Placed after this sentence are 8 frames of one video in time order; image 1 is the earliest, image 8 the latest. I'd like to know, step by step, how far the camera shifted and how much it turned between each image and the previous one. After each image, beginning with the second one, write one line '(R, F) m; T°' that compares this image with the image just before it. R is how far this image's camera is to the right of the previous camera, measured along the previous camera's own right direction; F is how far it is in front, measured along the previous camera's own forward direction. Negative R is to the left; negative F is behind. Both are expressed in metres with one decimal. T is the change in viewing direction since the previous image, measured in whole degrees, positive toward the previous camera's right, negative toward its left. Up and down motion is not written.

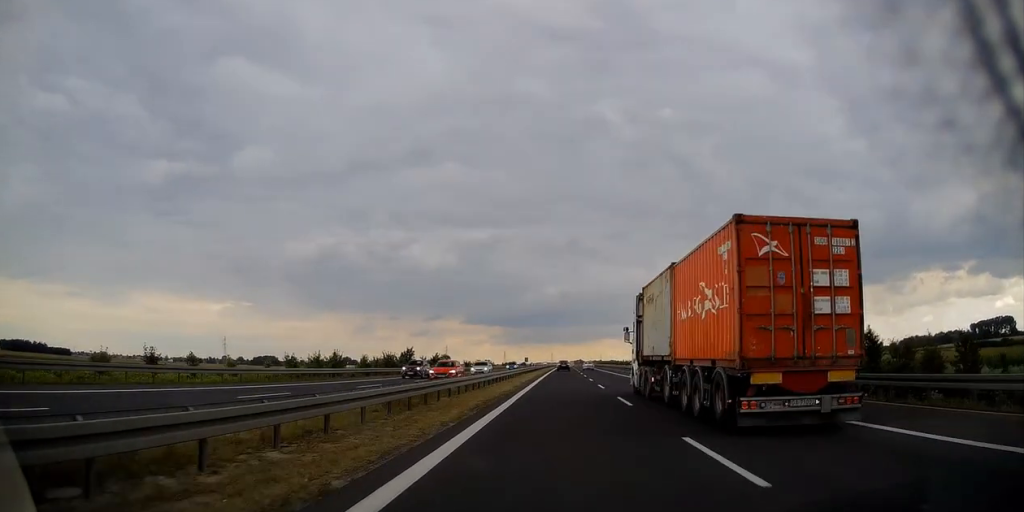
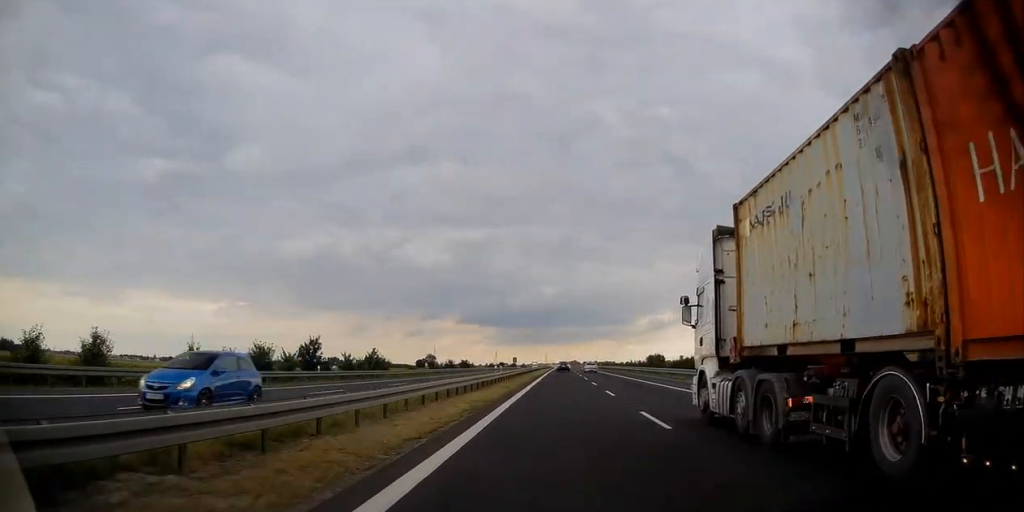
(0.0, +42.5) m; 0°
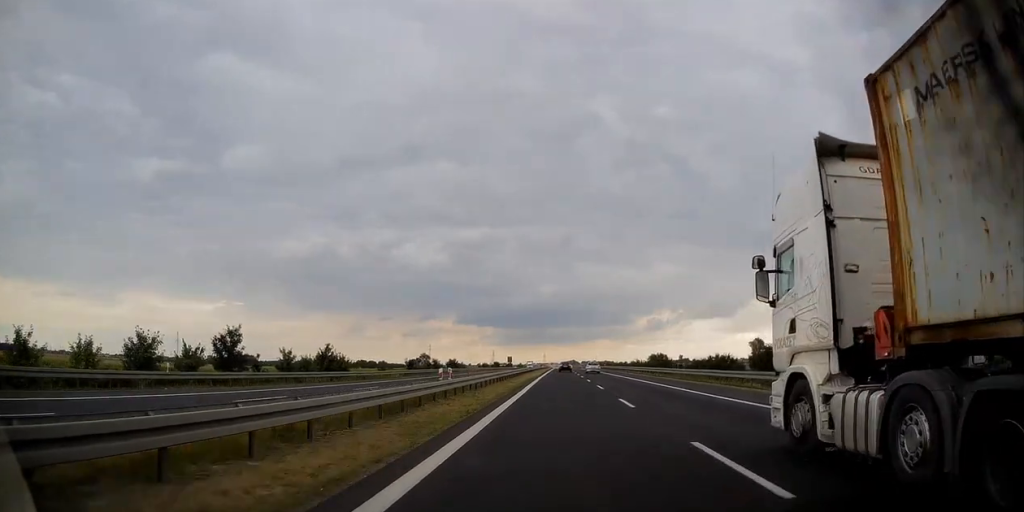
(-0.1, +18.4) m; 0°
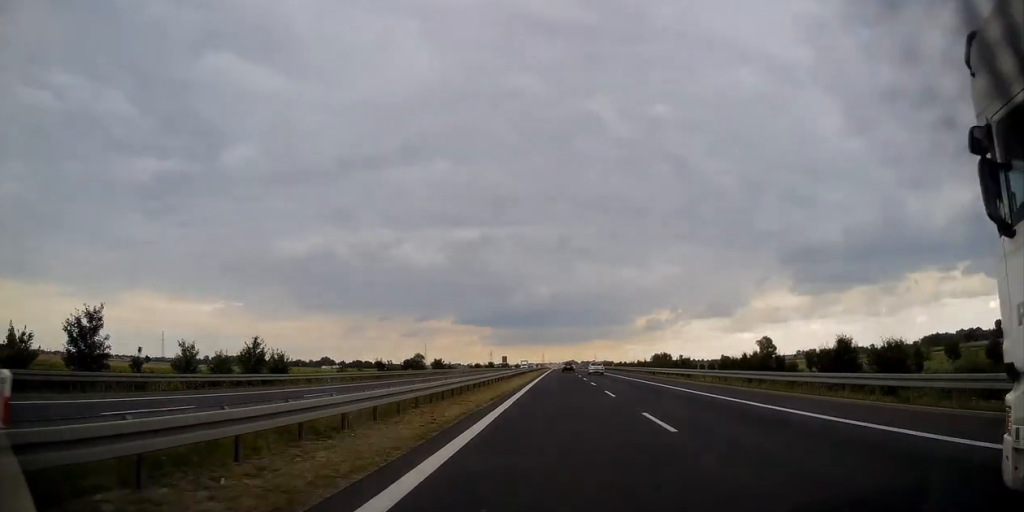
(+0.2, +18.3) m; 0°
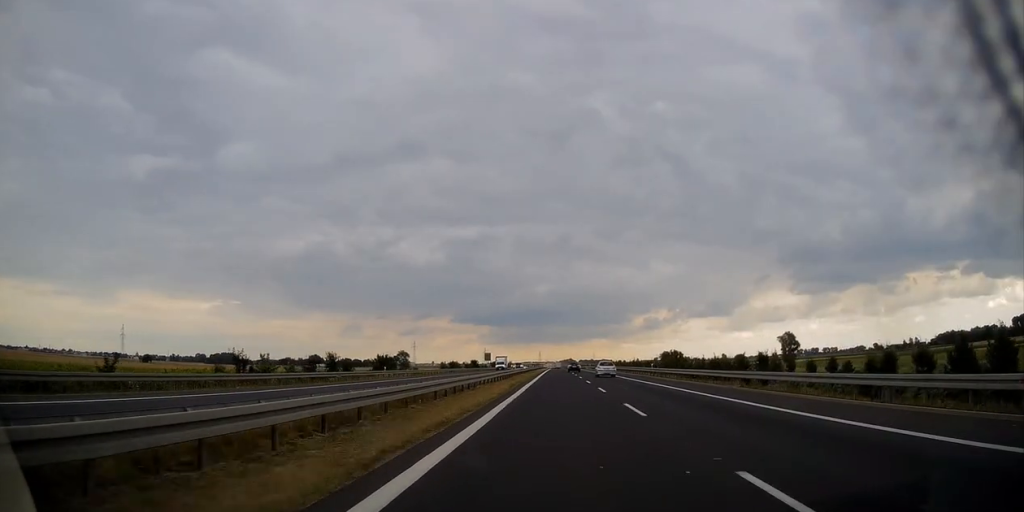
(-0.1, +44.7) m; 0°
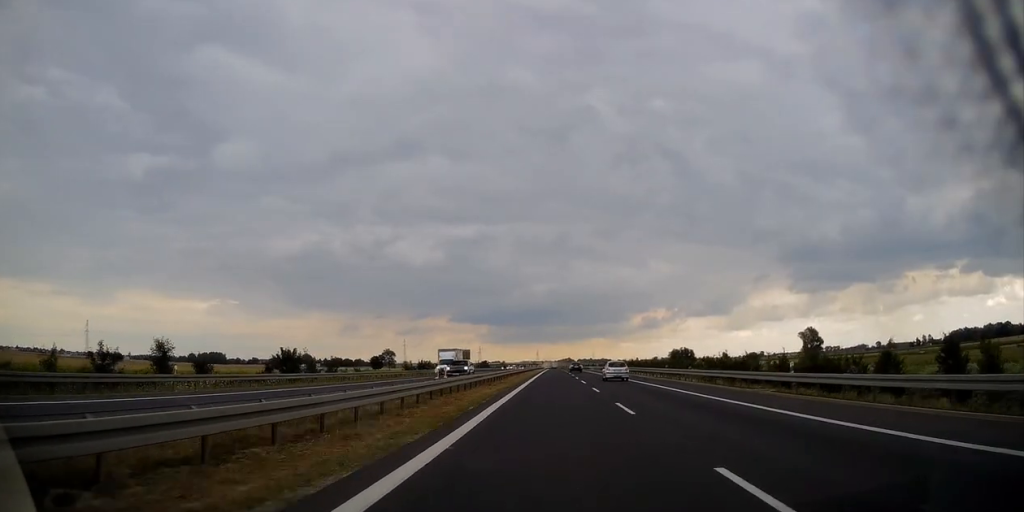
(+0.3, +35.5) m; +1°
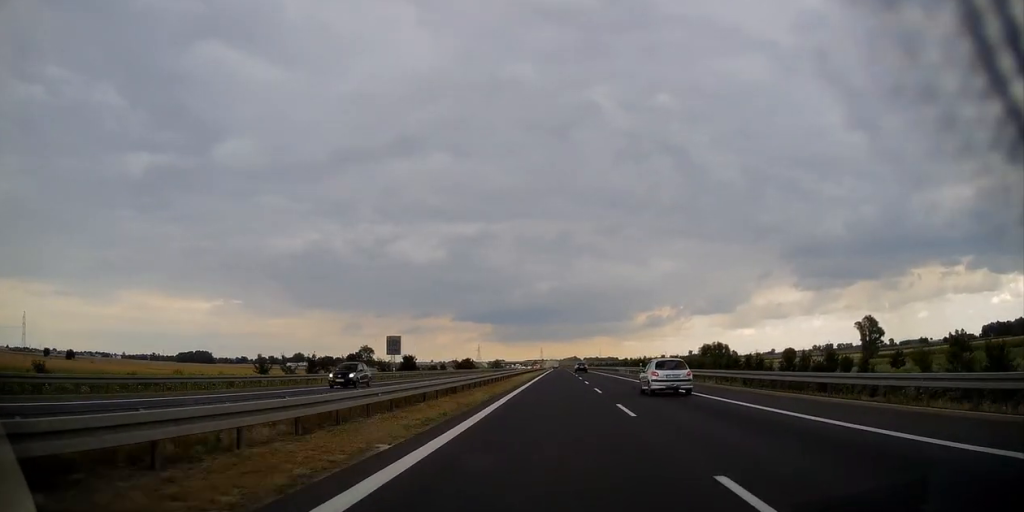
(+0.1, +60.8) m; 0°
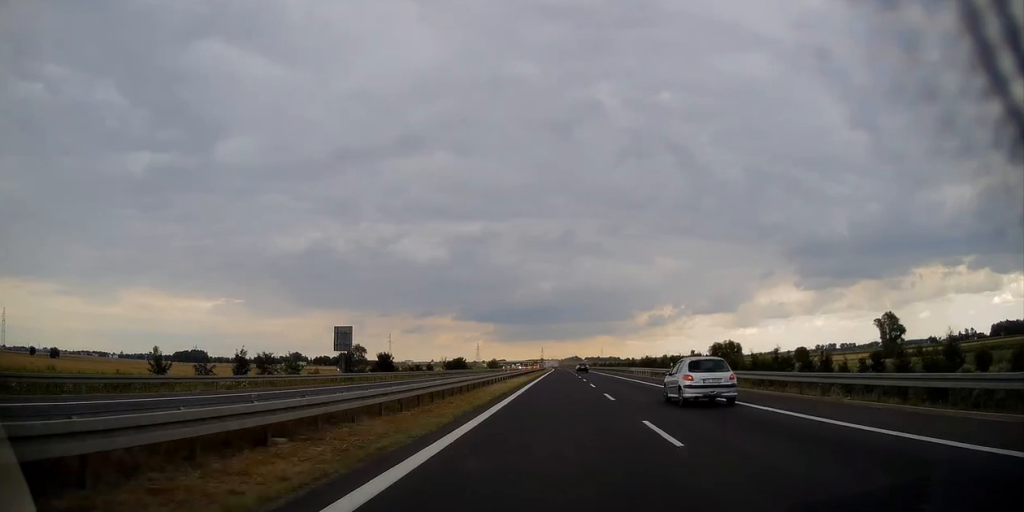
(0.0, +17.2) m; 0°
